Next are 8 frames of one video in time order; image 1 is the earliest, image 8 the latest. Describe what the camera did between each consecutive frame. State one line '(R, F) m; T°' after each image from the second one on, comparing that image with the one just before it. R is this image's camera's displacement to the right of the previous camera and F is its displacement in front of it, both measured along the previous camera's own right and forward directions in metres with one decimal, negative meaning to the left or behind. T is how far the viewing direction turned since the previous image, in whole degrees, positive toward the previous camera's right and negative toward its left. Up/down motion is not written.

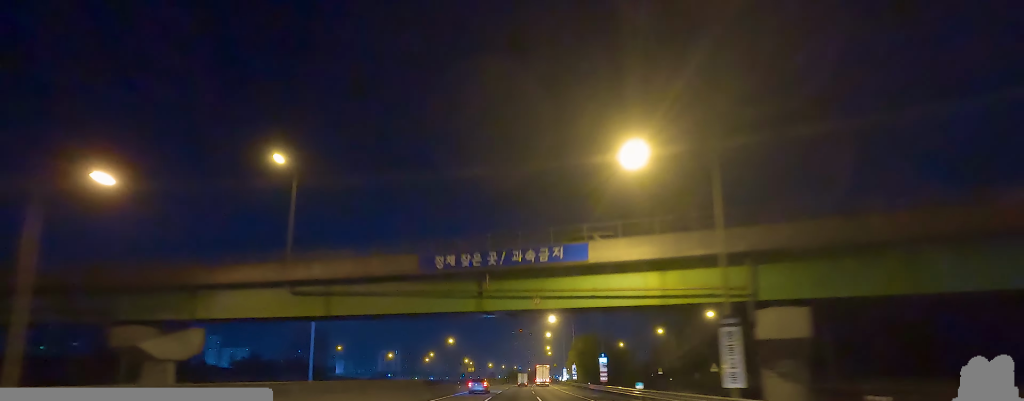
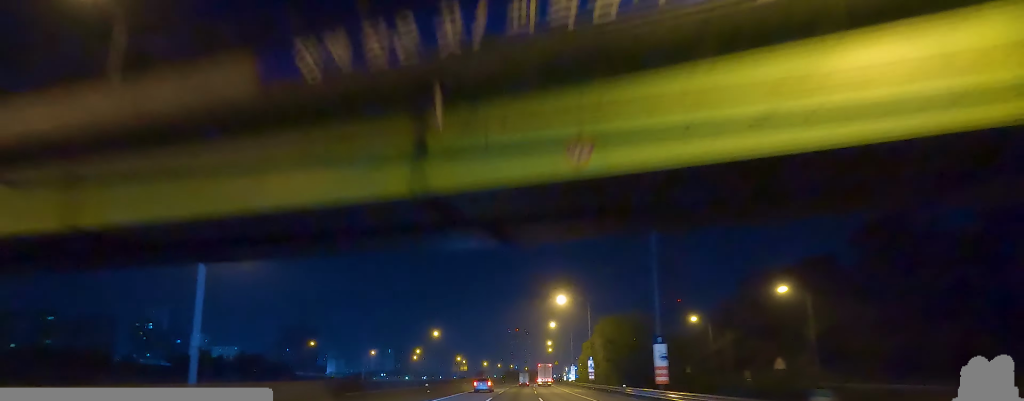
(0.0, +21.2) m; +1°
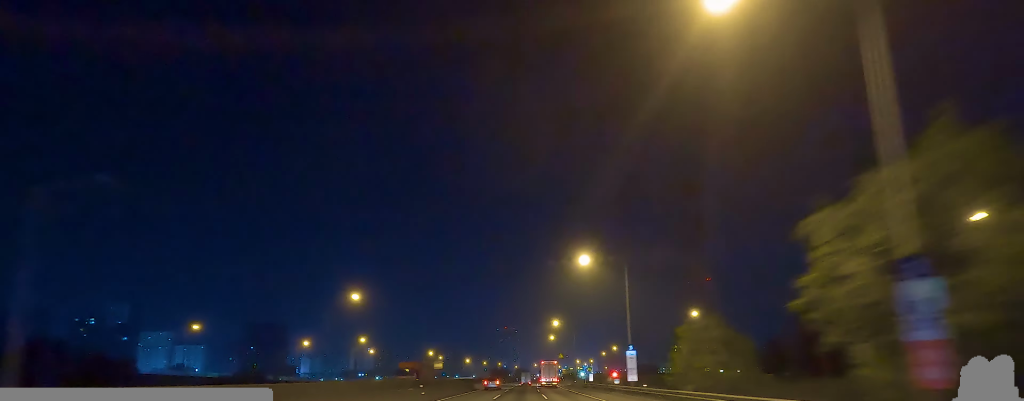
(+1.4, +53.4) m; +1°
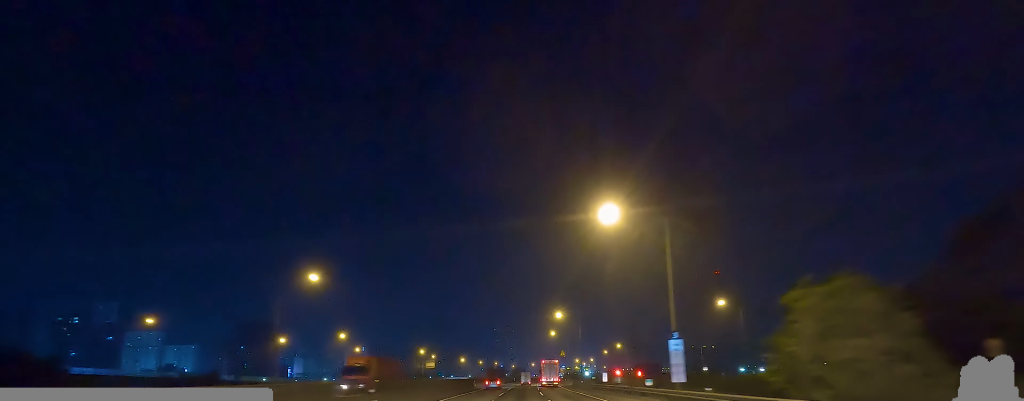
(-0.7, +12.5) m; -1°
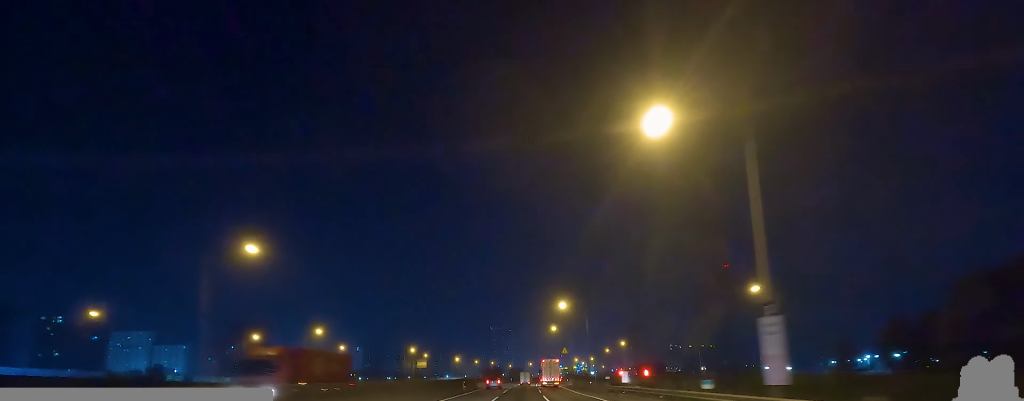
(+0.3, +11.7) m; 0°
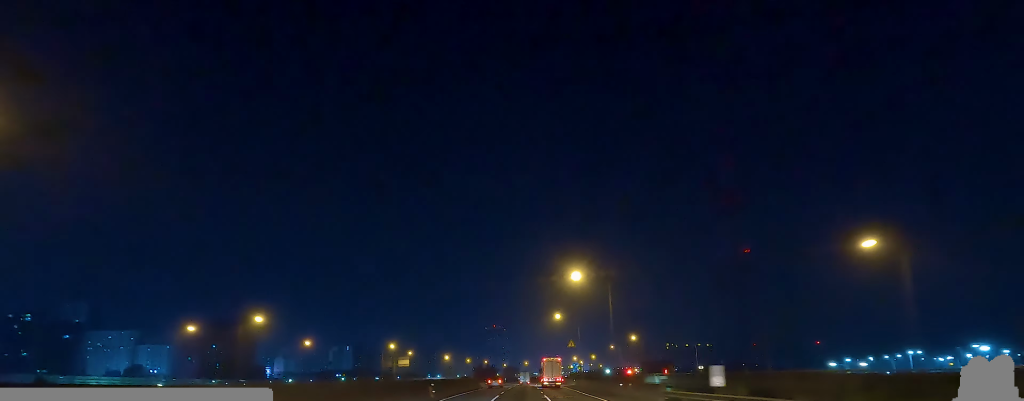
(+0.6, +21.5) m; +1°
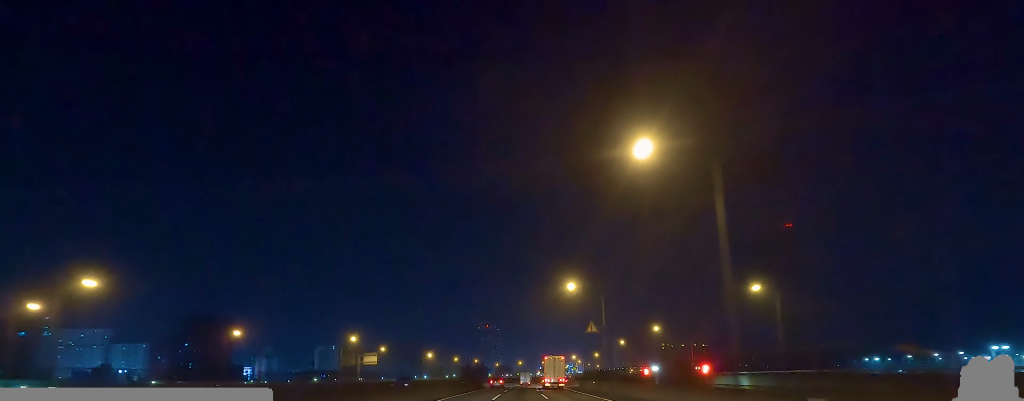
(-0.3, +29.3) m; 0°
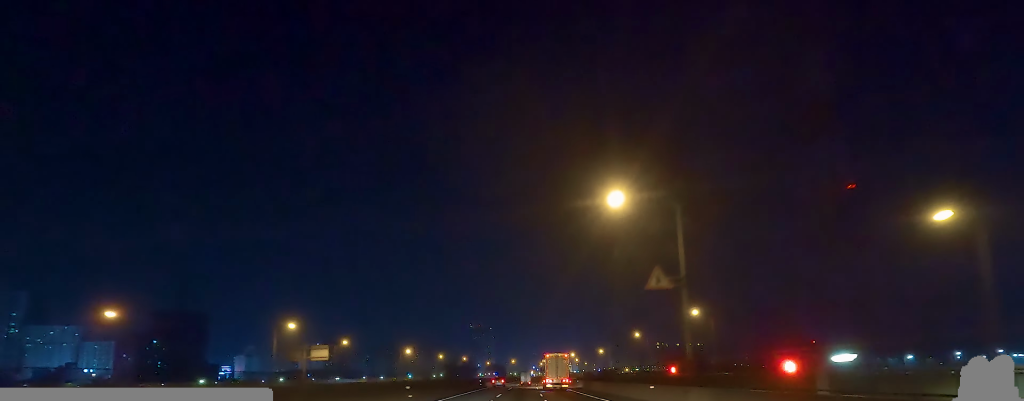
(+0.4, +28.4) m; +2°
